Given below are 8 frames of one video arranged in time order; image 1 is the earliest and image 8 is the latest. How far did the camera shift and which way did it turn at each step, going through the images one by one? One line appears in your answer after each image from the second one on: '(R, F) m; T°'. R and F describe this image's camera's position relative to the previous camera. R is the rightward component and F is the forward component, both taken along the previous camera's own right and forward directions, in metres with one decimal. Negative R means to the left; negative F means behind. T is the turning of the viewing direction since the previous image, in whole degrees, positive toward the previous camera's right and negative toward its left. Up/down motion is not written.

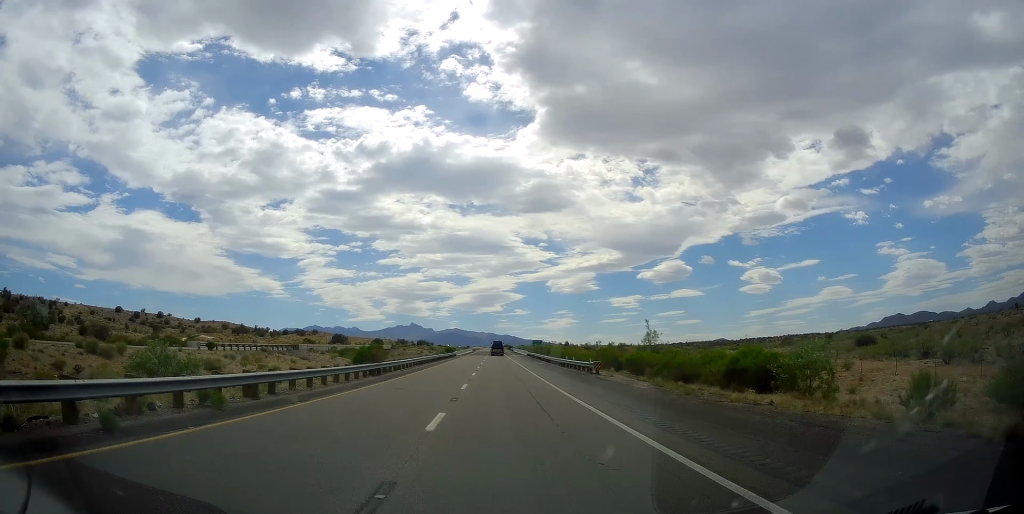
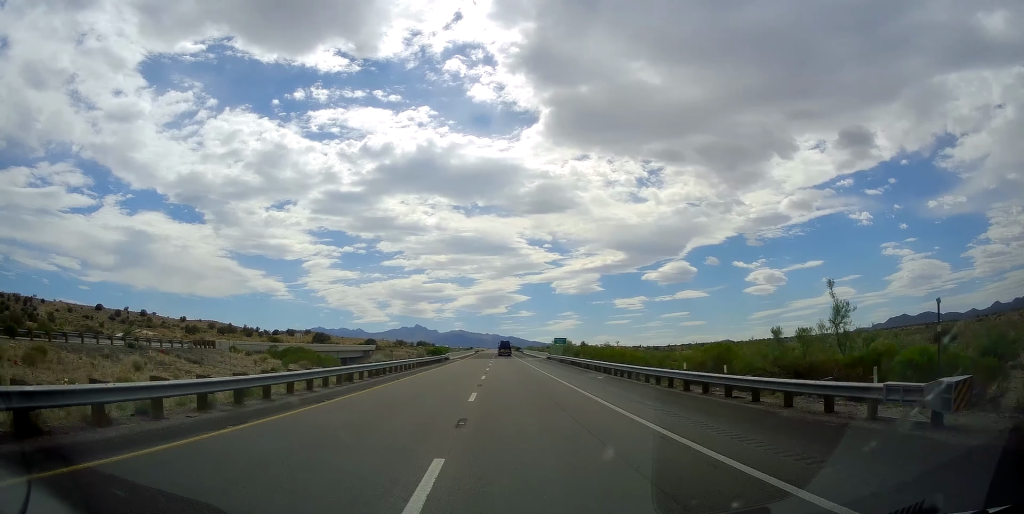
(0.0, +30.0) m; -1°
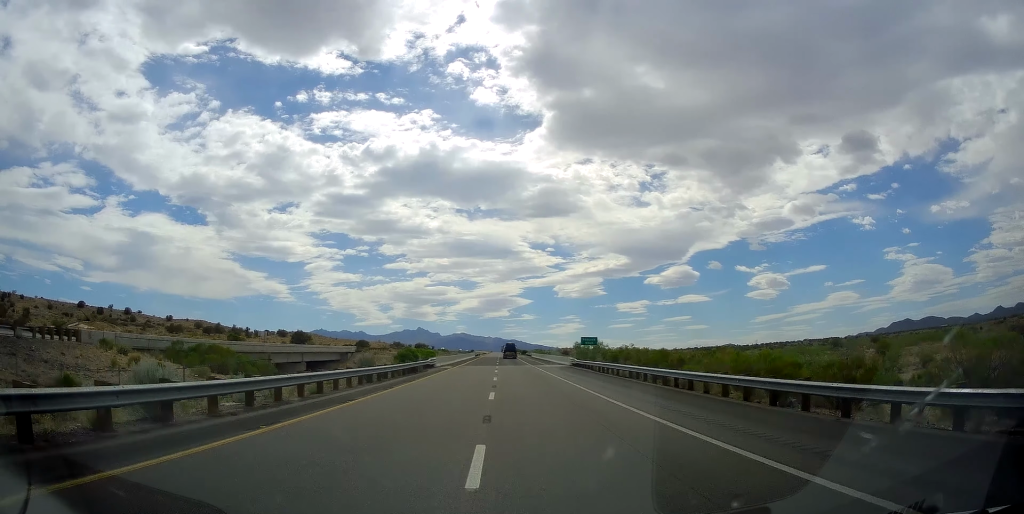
(-0.3, +23.1) m; -1°
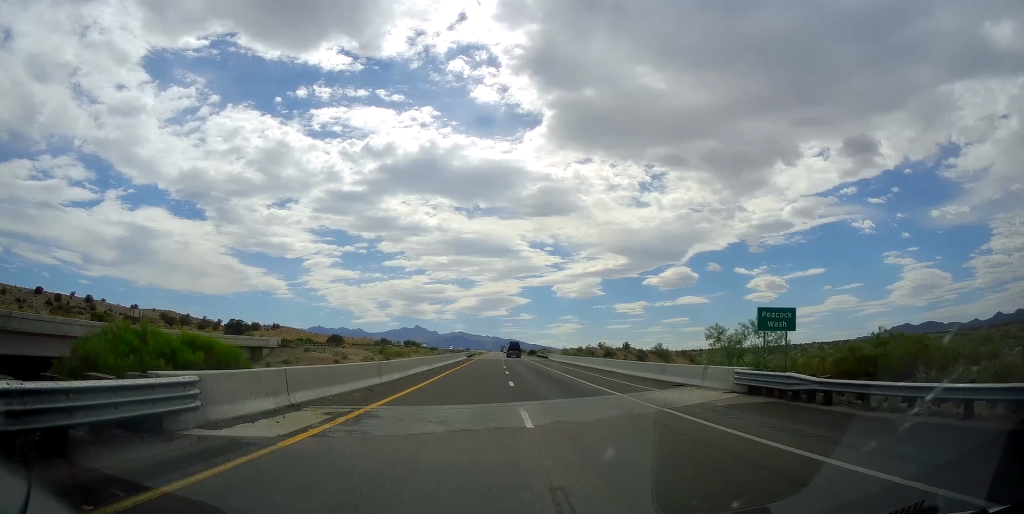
(-0.2, +42.8) m; 0°
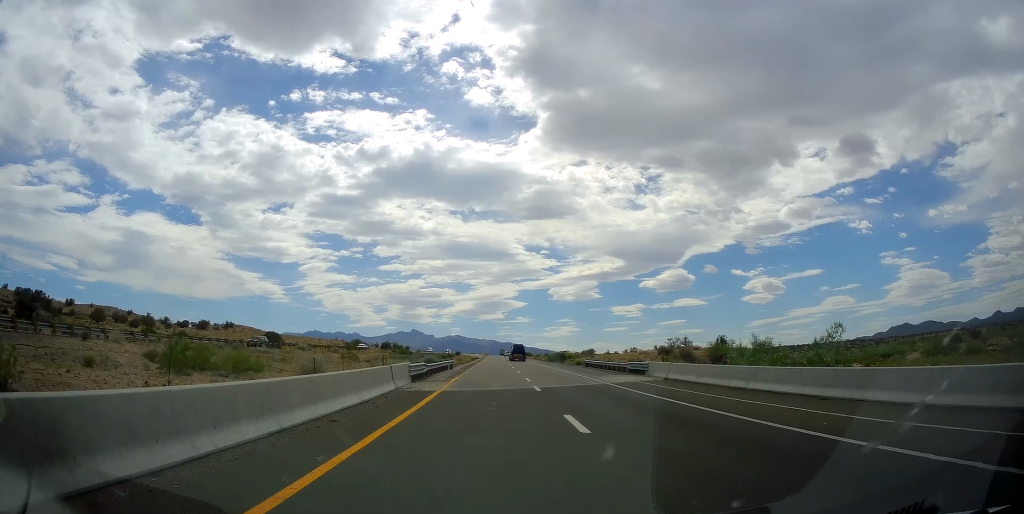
(0.0, +63.6) m; 0°
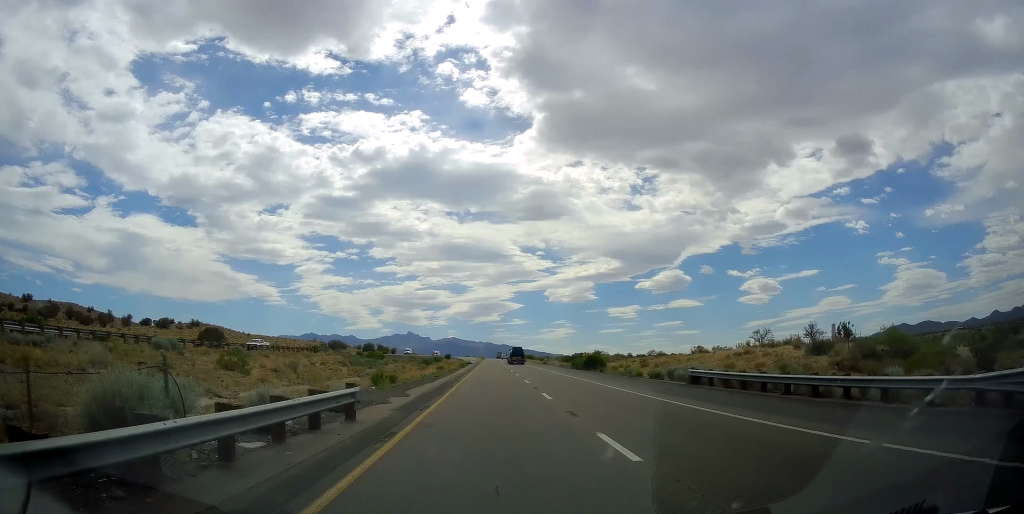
(0.0, +33.4) m; +1°
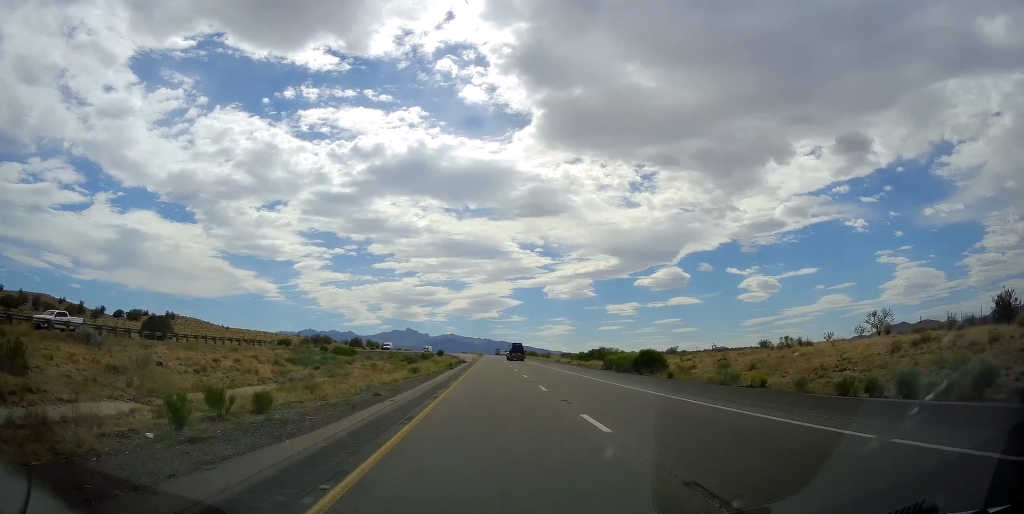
(+0.1, +21.8) m; +1°
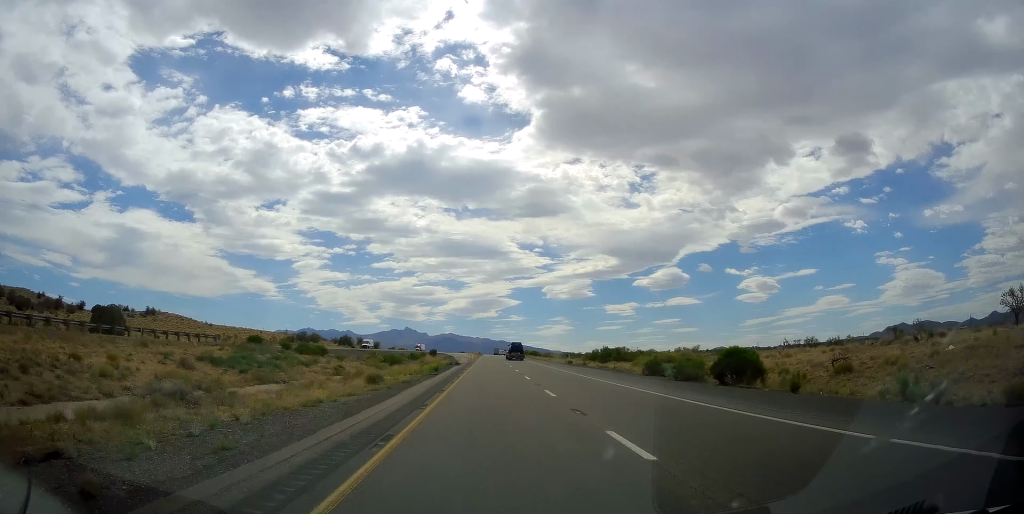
(+0.2, +14.9) m; 0°
